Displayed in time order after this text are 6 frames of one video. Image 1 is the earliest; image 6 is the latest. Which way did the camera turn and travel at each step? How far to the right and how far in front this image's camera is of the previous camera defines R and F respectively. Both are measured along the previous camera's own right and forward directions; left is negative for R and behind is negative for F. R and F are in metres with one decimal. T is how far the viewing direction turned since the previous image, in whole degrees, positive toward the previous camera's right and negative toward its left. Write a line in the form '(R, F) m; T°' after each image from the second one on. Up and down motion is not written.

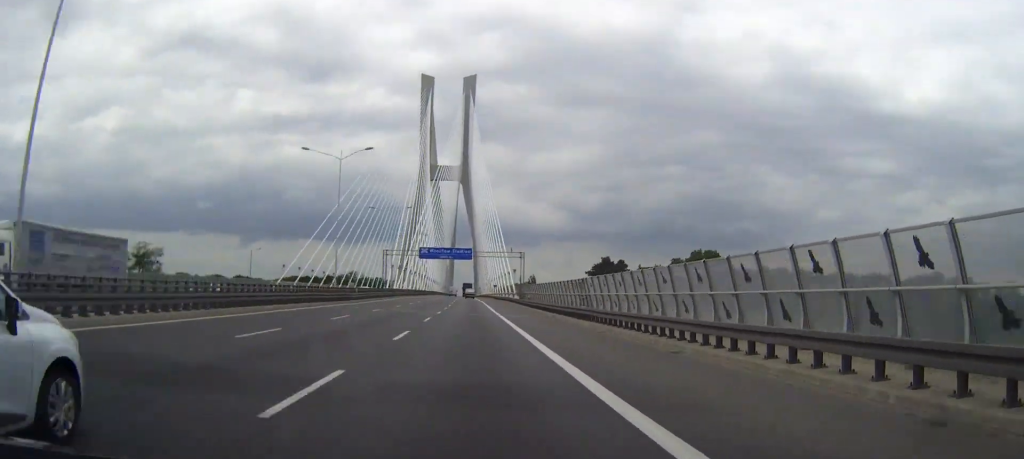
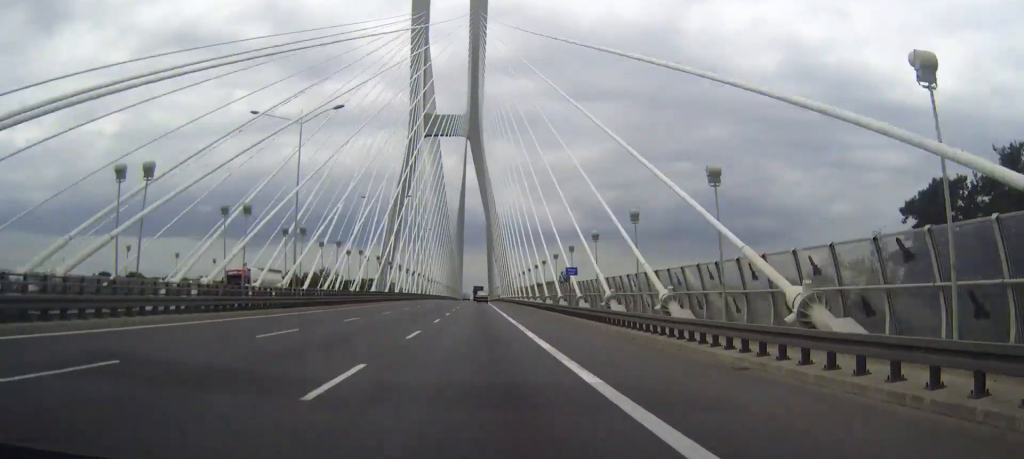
(-0.6, +106.7) m; 0°
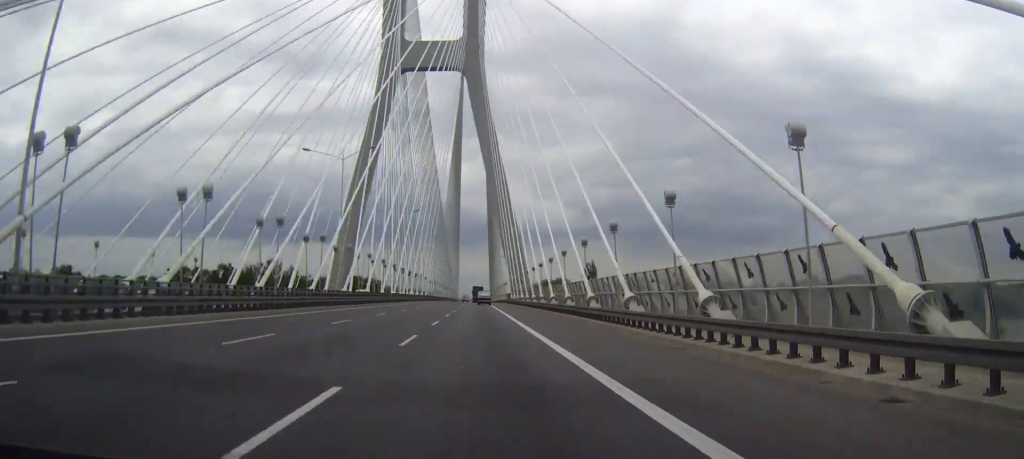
(+0.1, +75.1) m; 0°
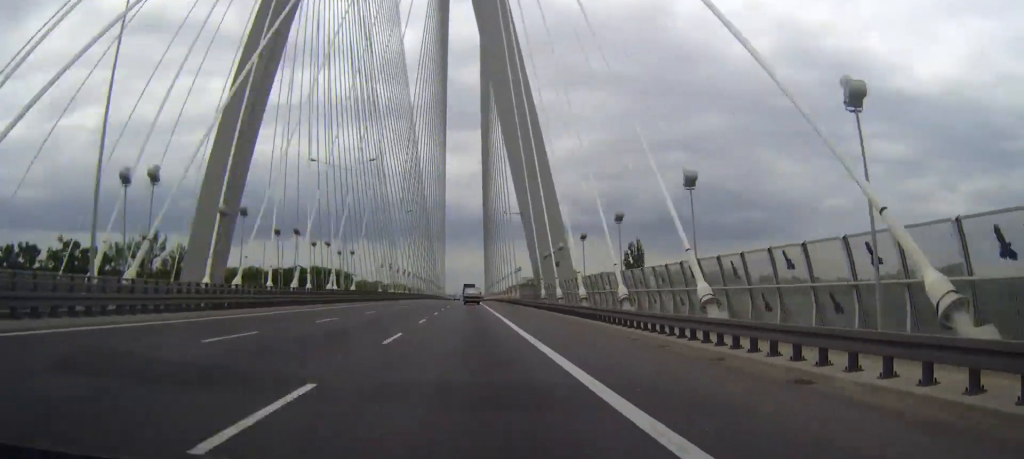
(-0.3, +83.7) m; -1°
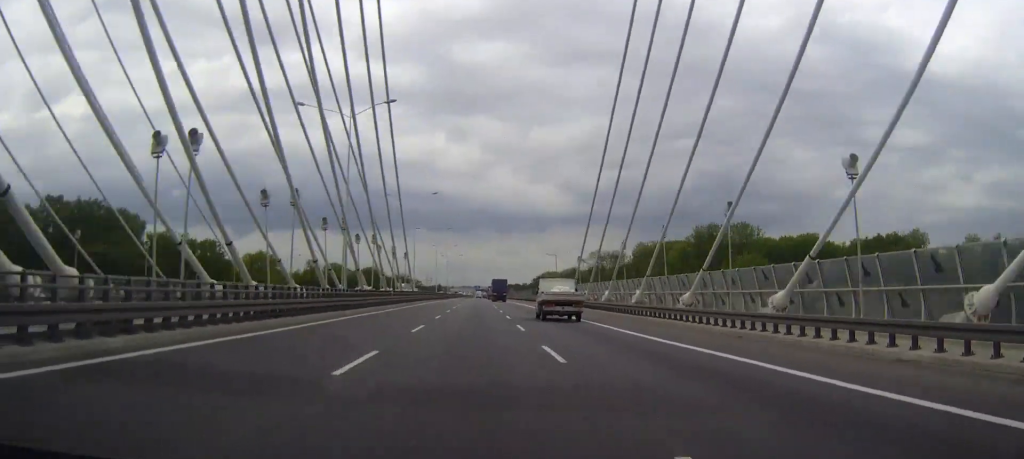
(-0.8, +242.5) m; 0°
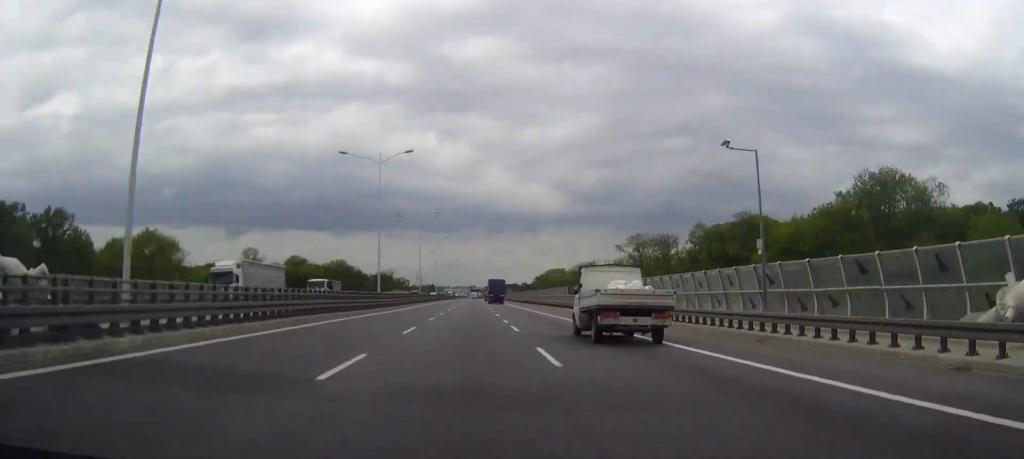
(+0.2, +72.2) m; 0°
